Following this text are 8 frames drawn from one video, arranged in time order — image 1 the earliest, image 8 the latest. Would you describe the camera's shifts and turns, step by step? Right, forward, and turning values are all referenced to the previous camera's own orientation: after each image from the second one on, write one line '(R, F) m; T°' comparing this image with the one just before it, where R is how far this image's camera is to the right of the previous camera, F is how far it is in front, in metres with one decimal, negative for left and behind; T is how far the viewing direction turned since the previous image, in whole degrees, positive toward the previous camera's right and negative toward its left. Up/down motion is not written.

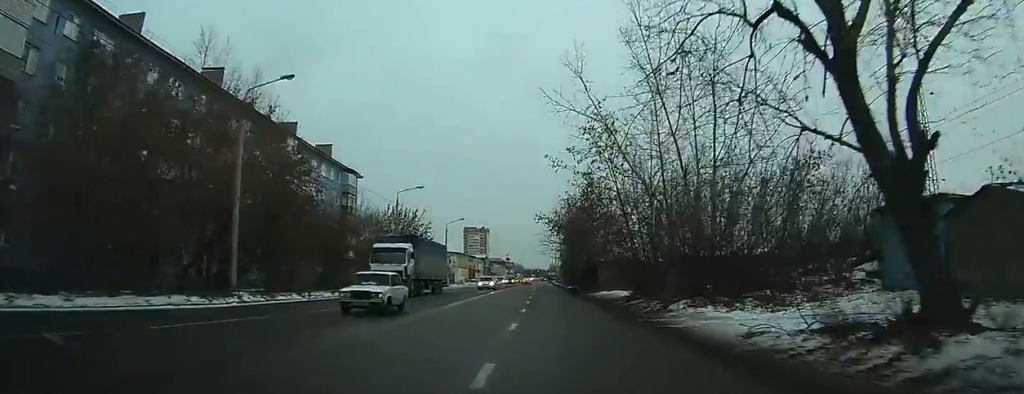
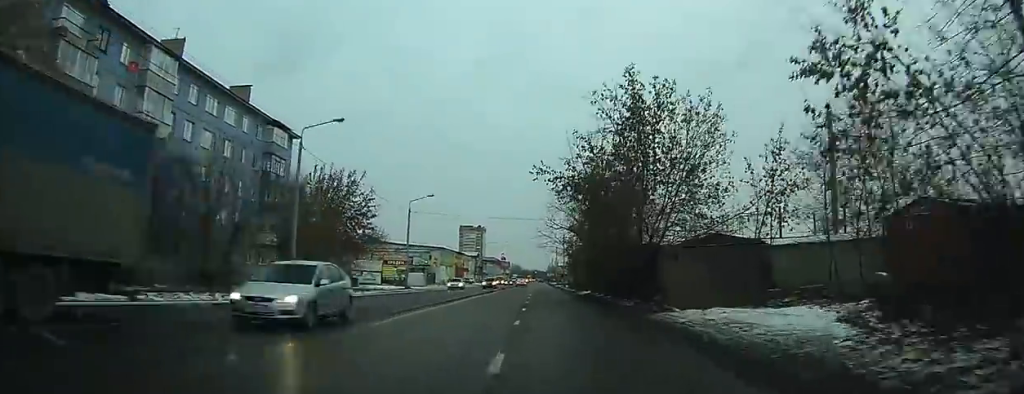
(+0.2, +22.8) m; +1°
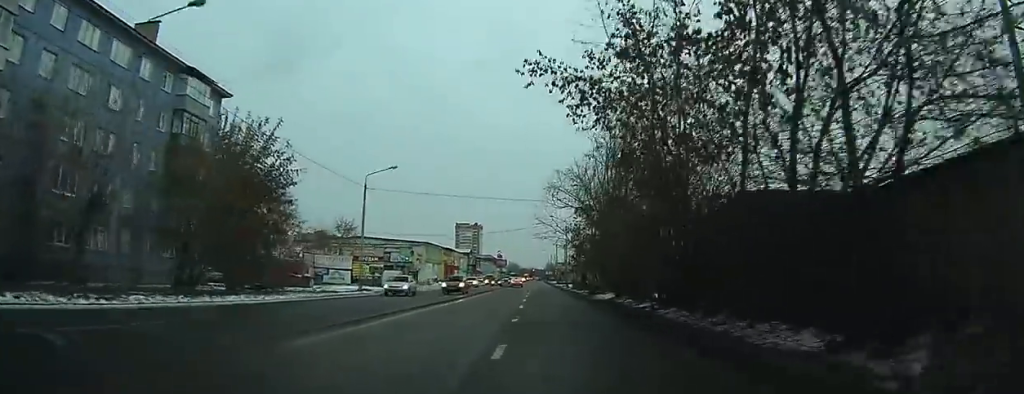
(0.0, +14.5) m; 0°
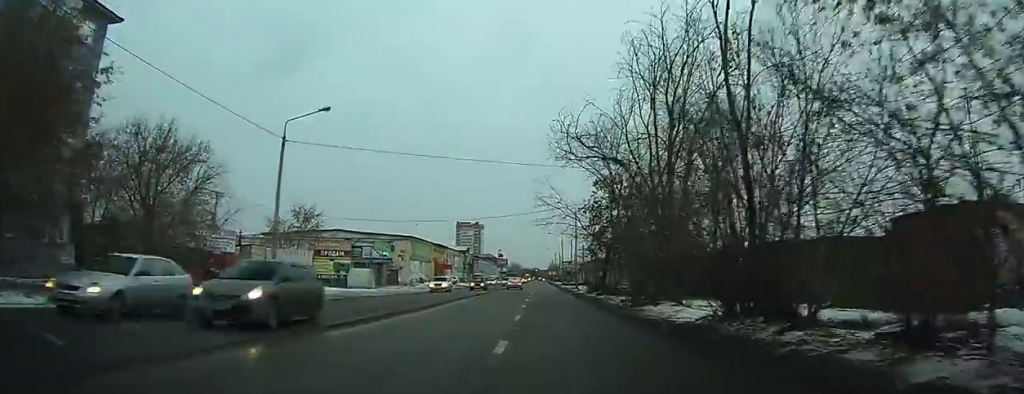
(0.0, +15.5) m; -1°
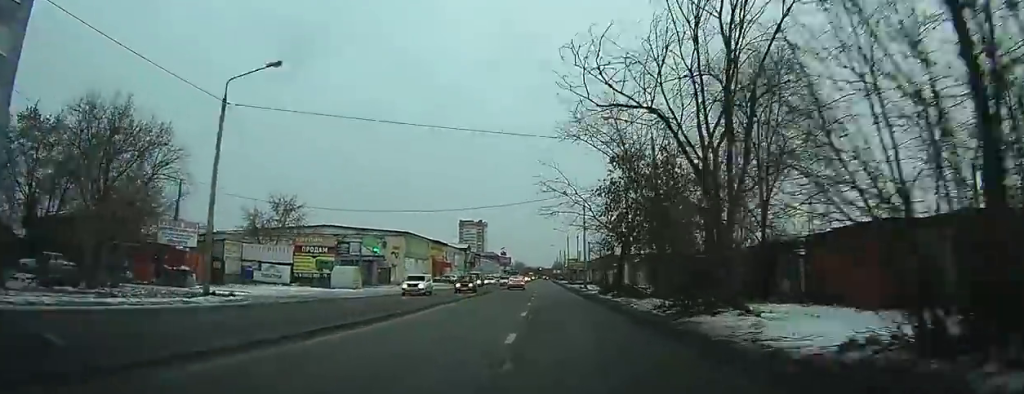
(-0.1, +6.6) m; 0°
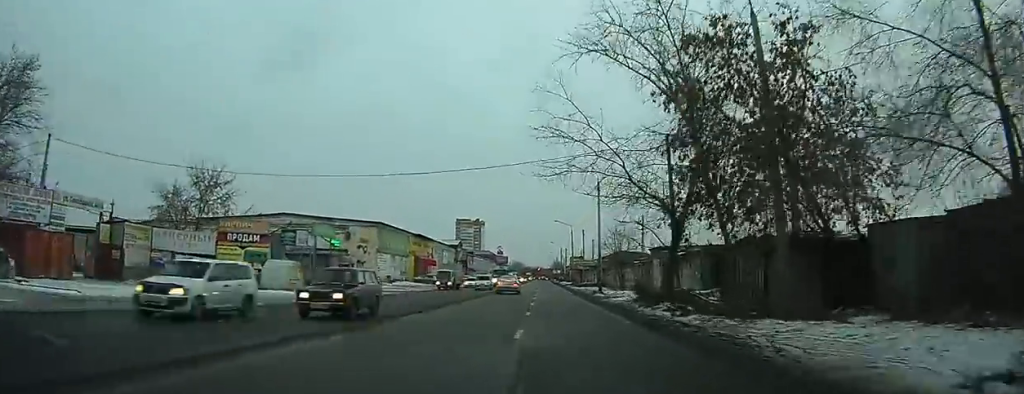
(-0.1, +15.1) m; +1°
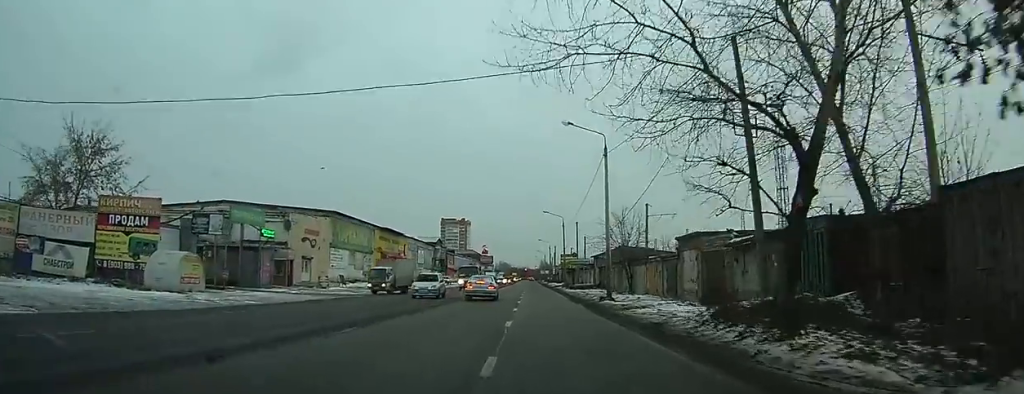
(+0.2, +12.9) m; +1°
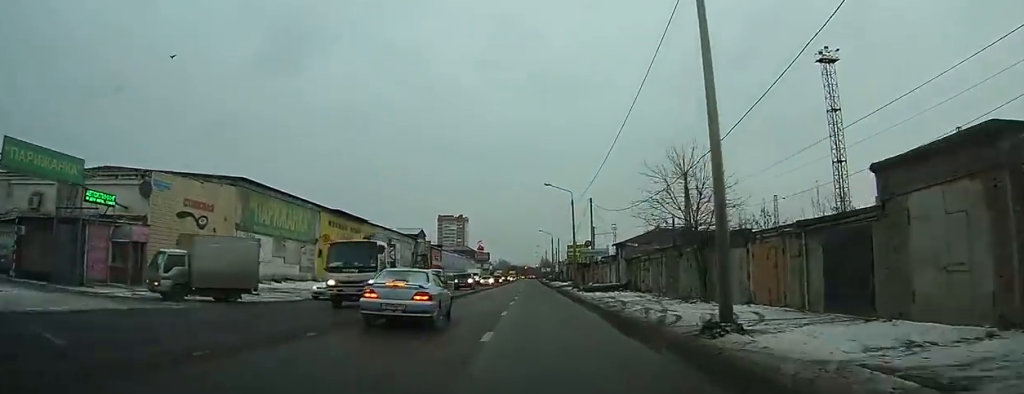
(0.0, +20.2) m; -1°
